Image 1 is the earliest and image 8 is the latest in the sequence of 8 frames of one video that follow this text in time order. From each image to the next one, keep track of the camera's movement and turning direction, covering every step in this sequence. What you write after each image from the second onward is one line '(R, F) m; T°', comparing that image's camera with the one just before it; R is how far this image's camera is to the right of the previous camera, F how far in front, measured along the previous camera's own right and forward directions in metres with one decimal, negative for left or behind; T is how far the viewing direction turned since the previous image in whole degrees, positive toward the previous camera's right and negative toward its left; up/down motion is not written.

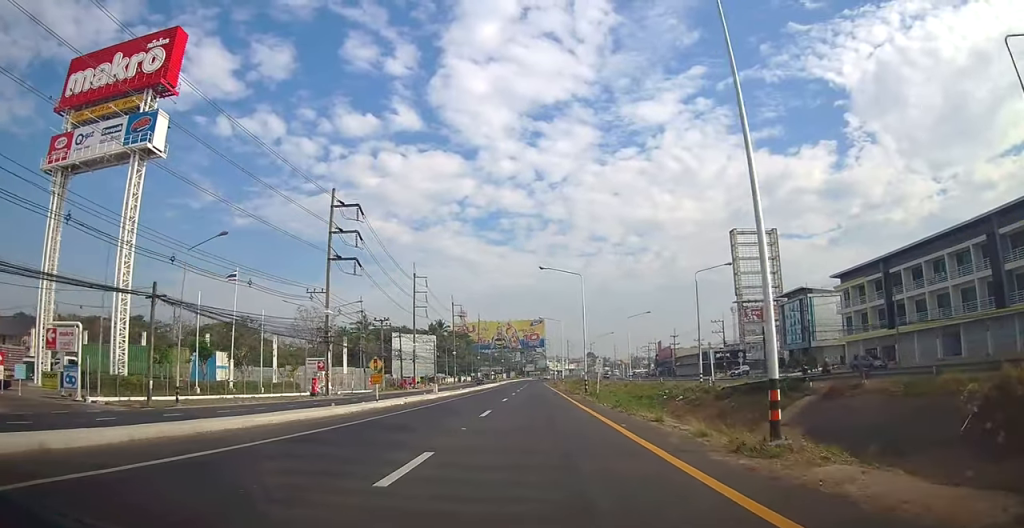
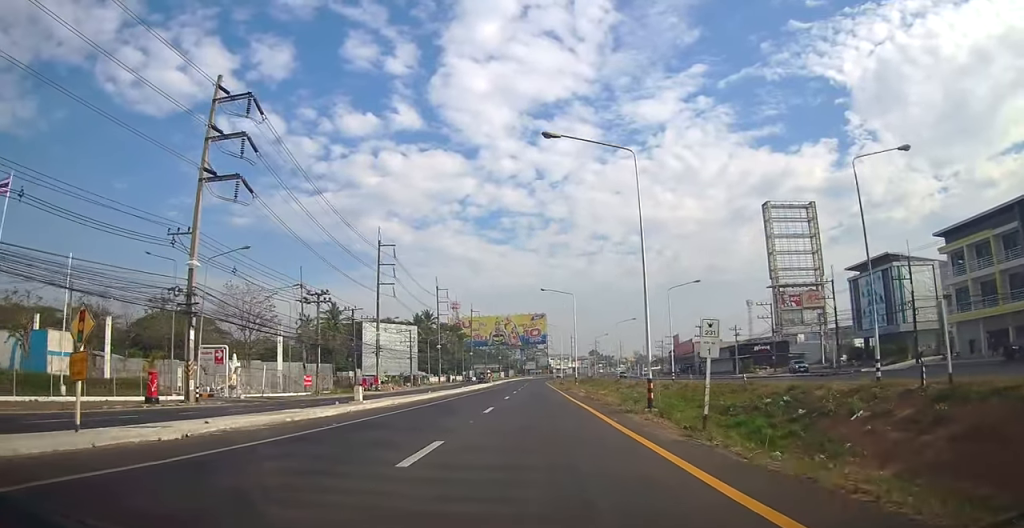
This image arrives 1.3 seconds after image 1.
(0.0, +22.7) m; 0°
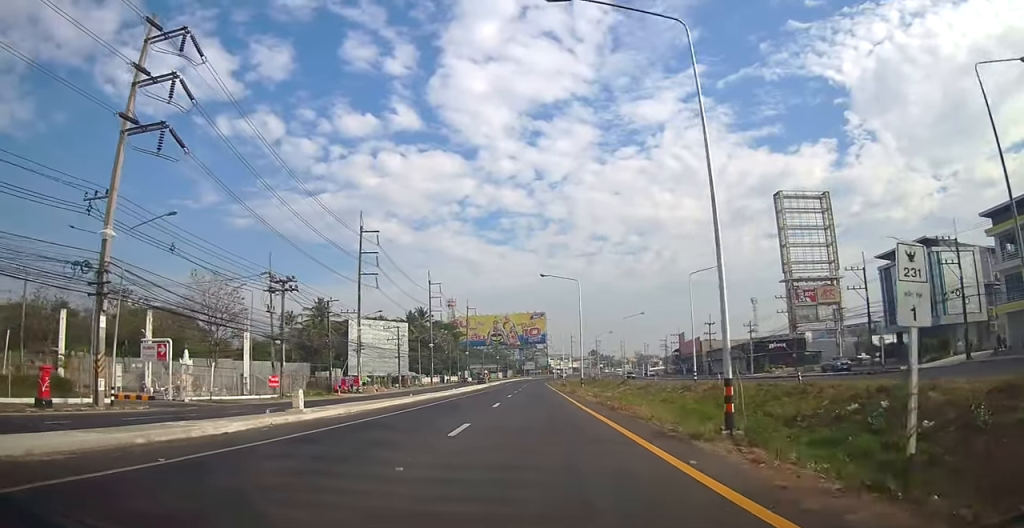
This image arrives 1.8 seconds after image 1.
(0.0, +7.5) m; 0°
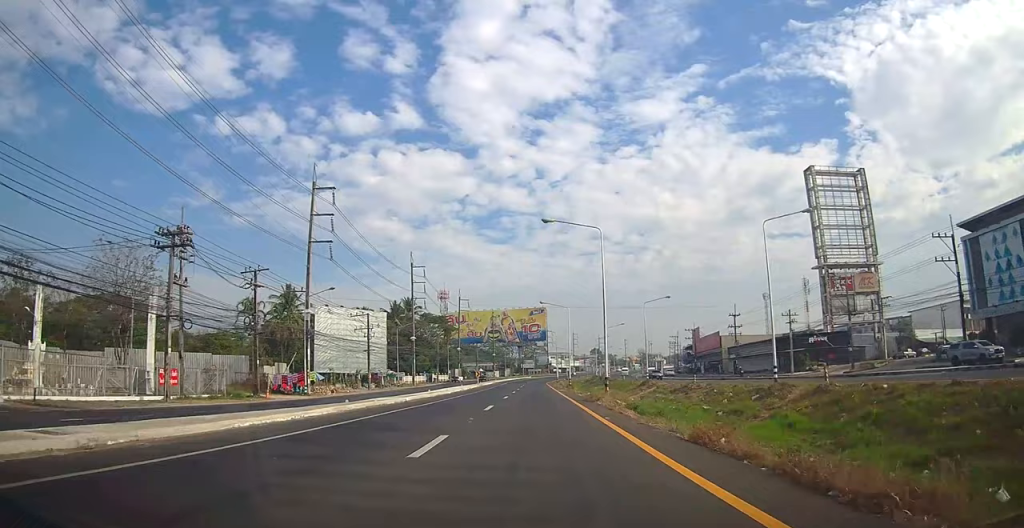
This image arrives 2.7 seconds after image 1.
(0.0, +15.2) m; 0°
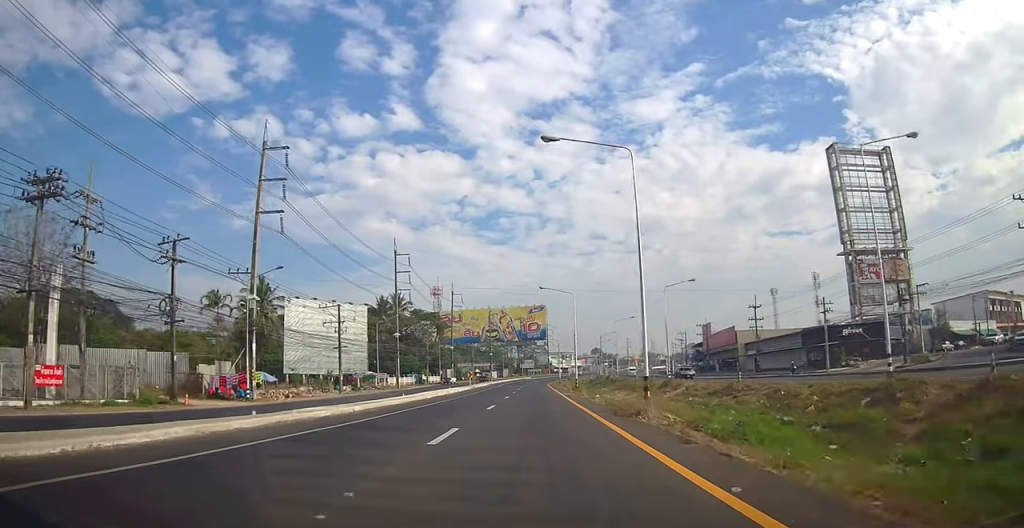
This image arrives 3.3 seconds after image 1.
(0.0, +10.2) m; 0°
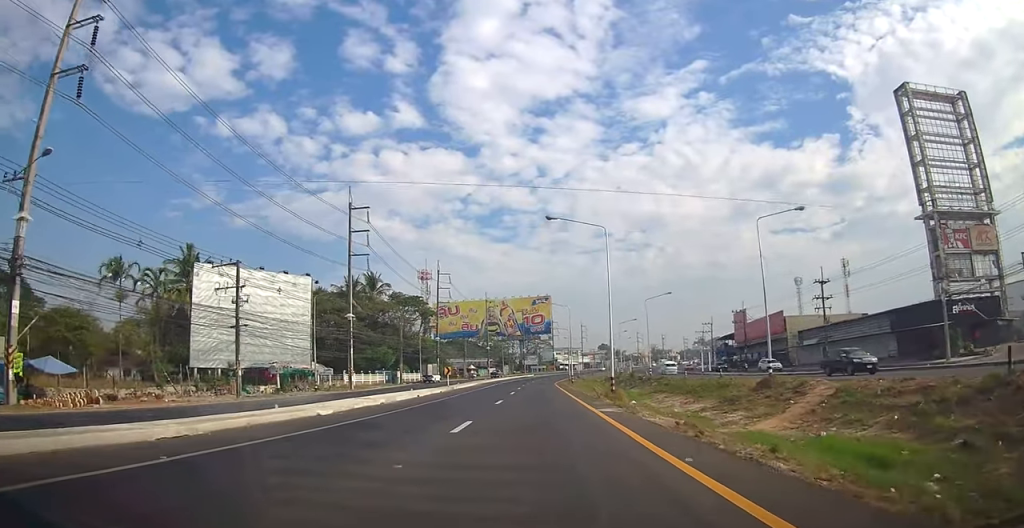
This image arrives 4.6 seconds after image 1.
(0.0, +22.0) m; 0°
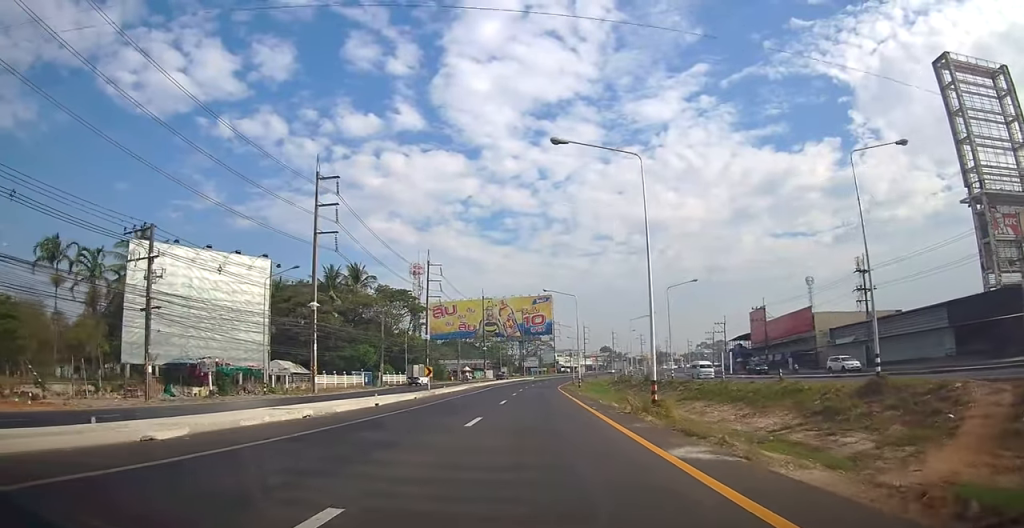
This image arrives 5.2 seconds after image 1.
(0.0, +10.2) m; +1°
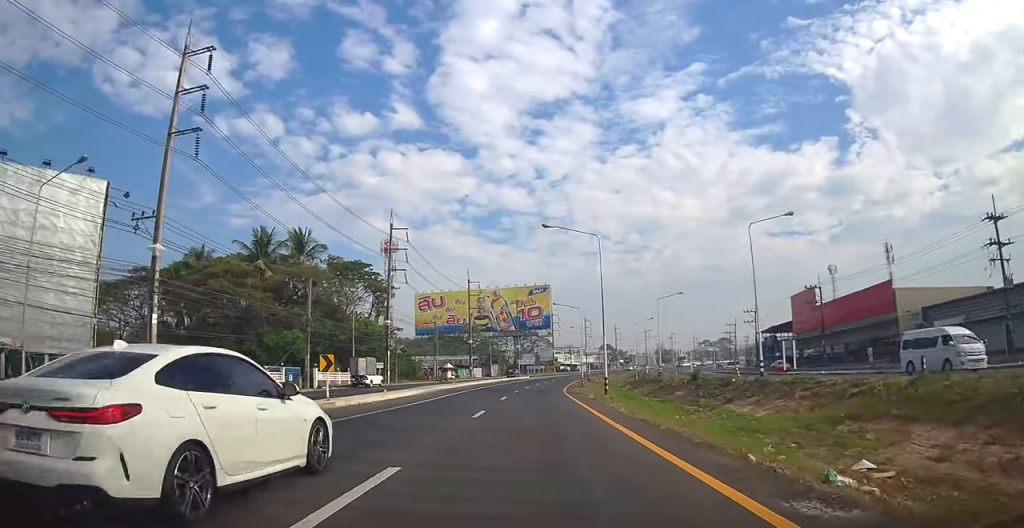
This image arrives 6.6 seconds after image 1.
(+0.6, +22.6) m; +1°
